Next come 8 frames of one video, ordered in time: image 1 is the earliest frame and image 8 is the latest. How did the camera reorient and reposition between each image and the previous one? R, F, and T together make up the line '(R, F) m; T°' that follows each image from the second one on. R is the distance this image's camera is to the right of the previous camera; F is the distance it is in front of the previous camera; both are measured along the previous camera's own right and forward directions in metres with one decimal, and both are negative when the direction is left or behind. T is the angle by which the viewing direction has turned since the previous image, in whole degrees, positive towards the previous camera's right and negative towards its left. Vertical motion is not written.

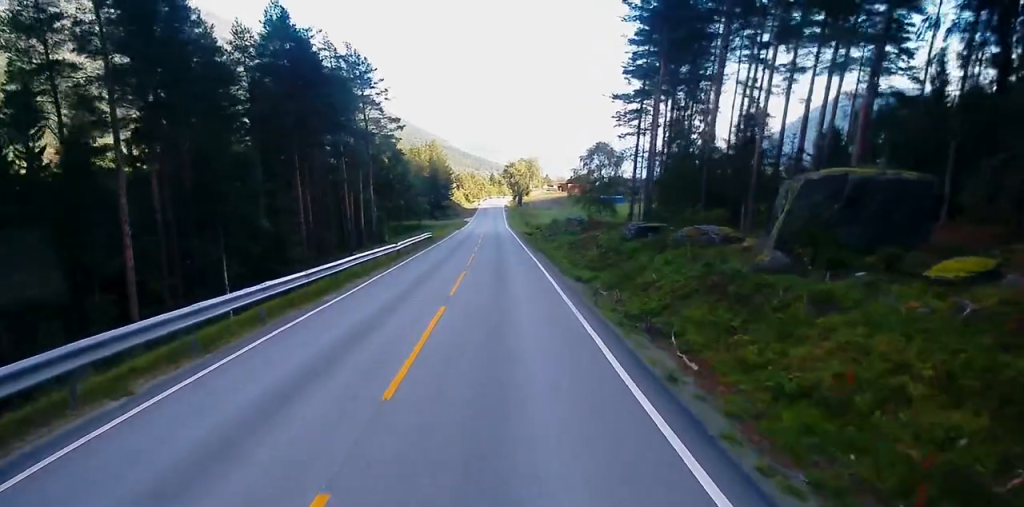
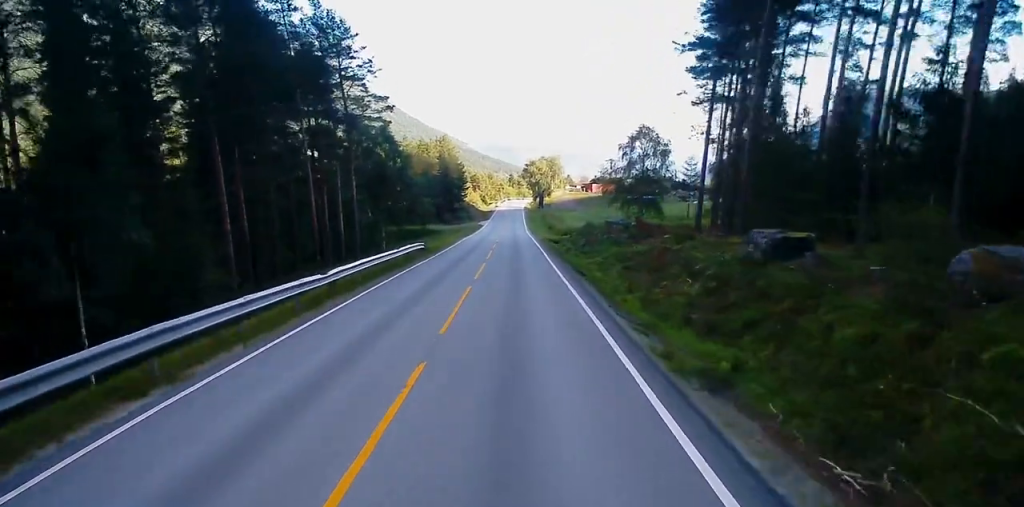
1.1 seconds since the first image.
(-0.1, +18.1) m; -2°
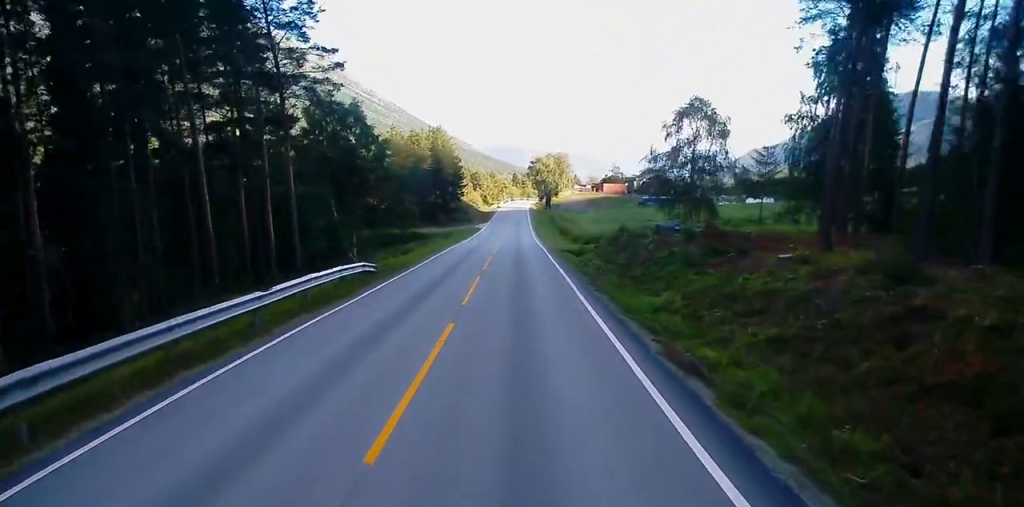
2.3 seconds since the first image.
(-0.7, +19.4) m; -3°
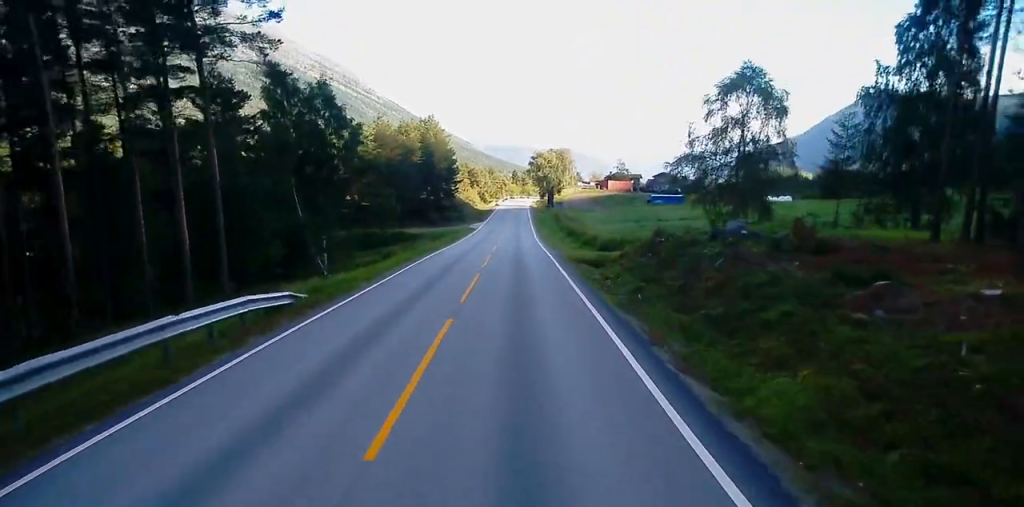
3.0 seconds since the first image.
(-0.4, +11.9) m; 0°
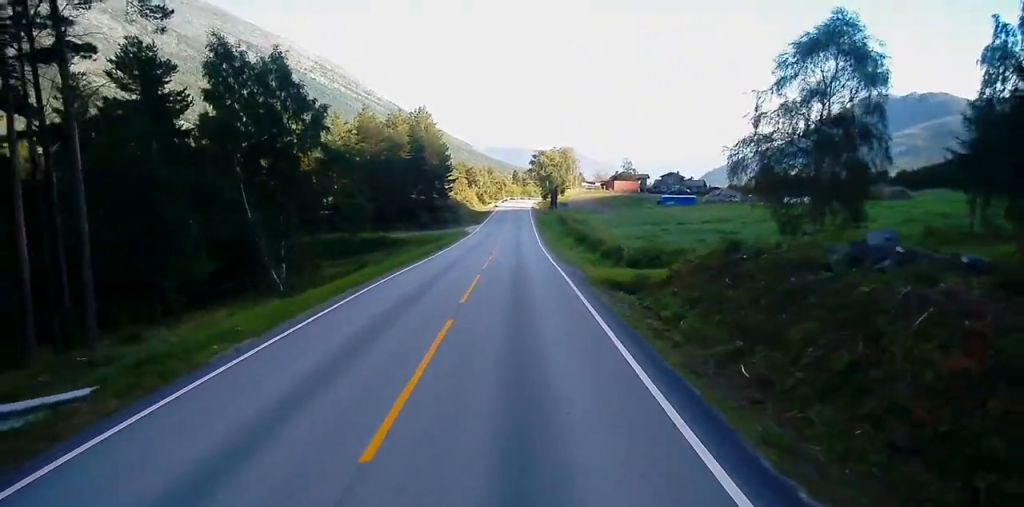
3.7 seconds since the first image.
(+0.3, +11.9) m; 0°
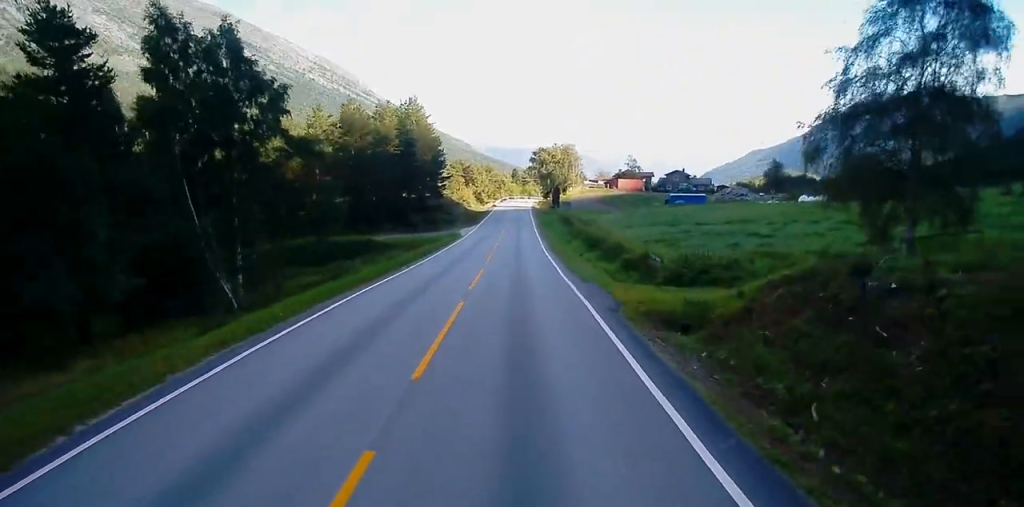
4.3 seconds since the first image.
(0.0, +8.7) m; 0°
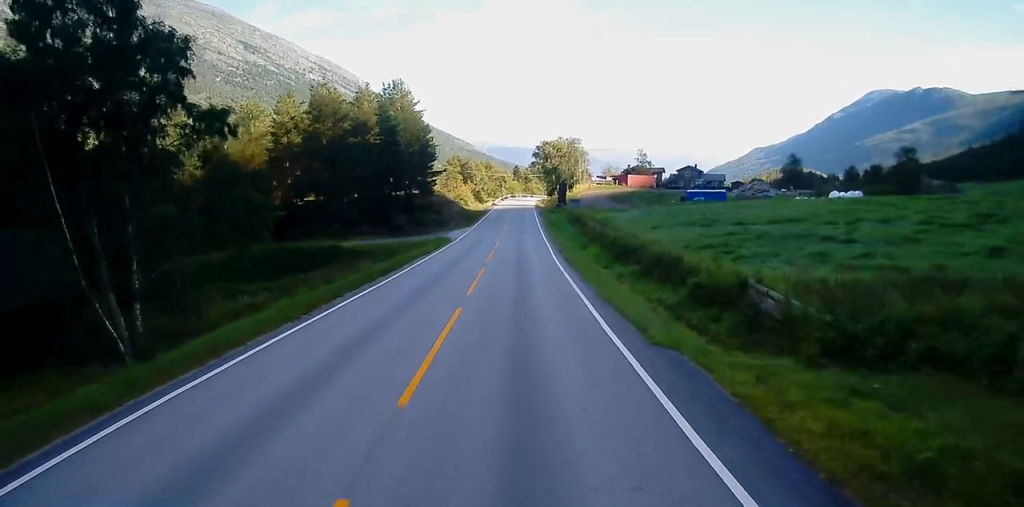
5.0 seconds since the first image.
(-0.2, +13.2) m; +1°
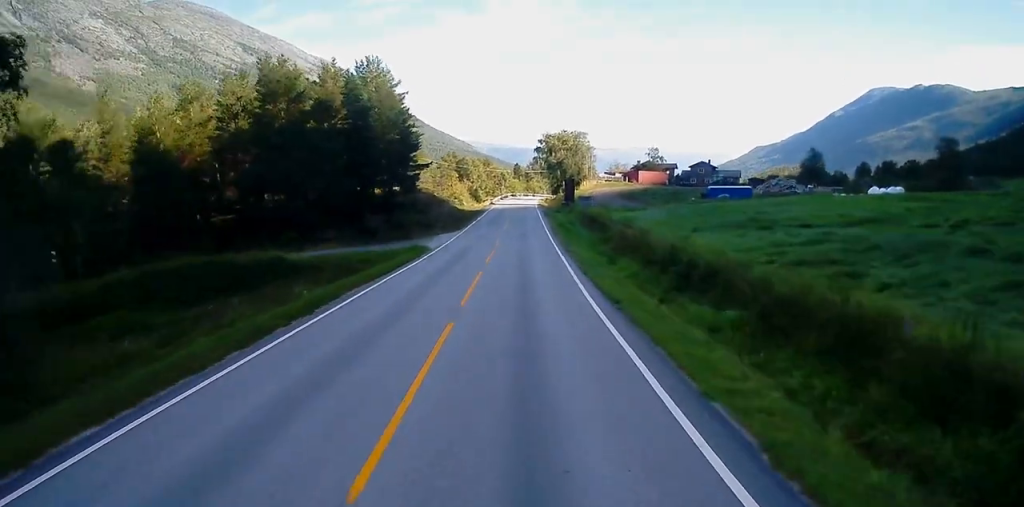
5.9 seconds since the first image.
(+0.5, +14.7) m; +2°
